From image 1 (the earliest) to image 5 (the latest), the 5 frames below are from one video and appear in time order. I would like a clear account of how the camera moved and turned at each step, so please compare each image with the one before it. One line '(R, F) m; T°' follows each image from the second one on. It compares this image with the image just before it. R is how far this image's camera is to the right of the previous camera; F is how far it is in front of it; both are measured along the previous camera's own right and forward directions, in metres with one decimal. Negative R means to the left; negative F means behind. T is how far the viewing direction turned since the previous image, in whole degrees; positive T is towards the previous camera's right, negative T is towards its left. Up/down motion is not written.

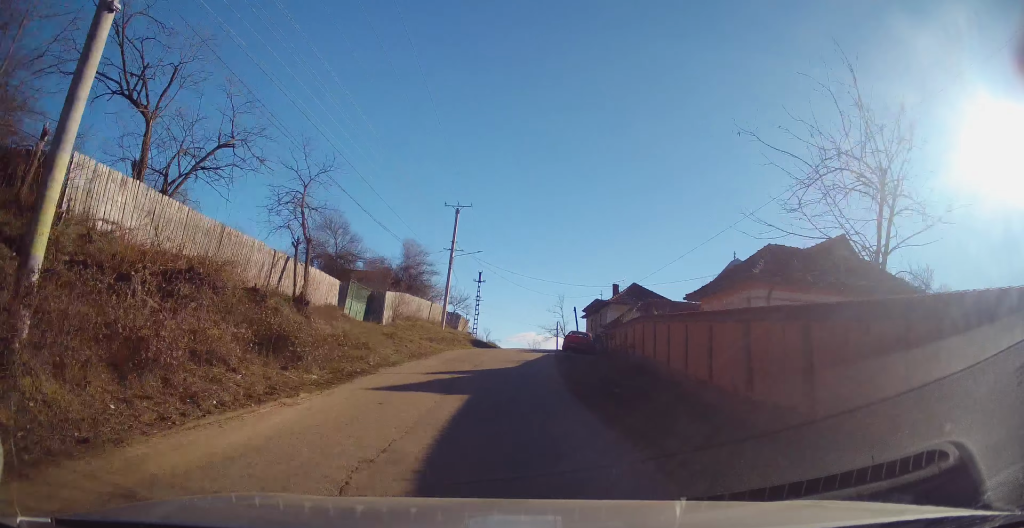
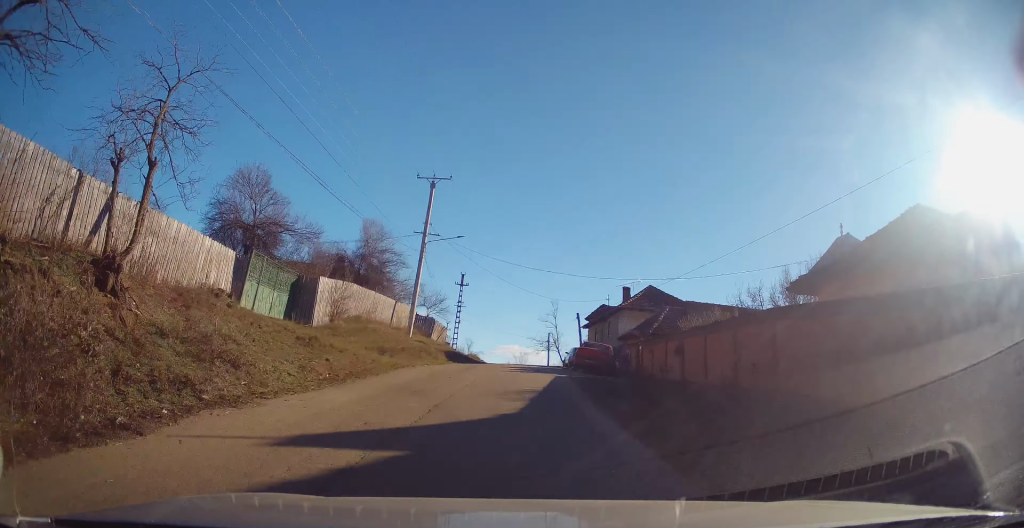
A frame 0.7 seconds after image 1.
(-0.1, +10.1) m; +1°
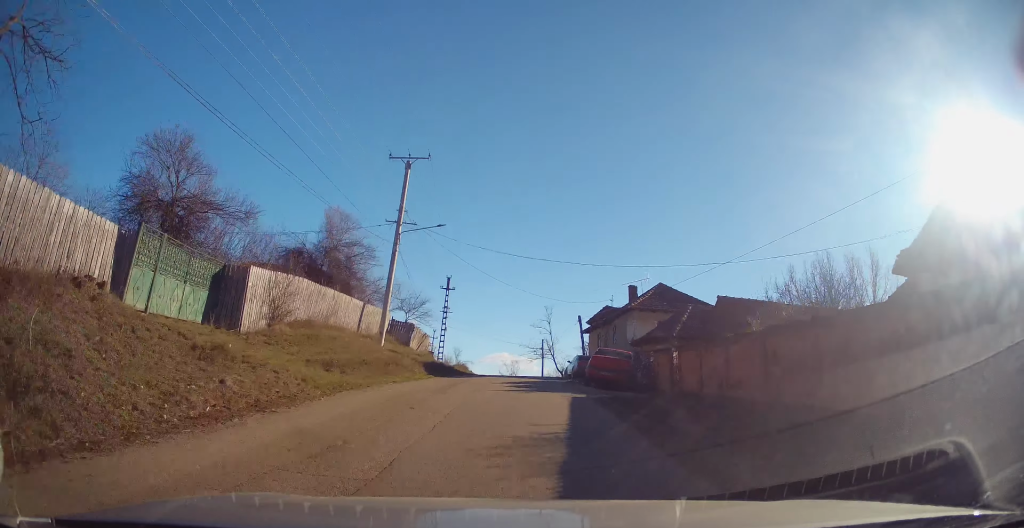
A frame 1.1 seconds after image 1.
(0.0, +5.6) m; +1°
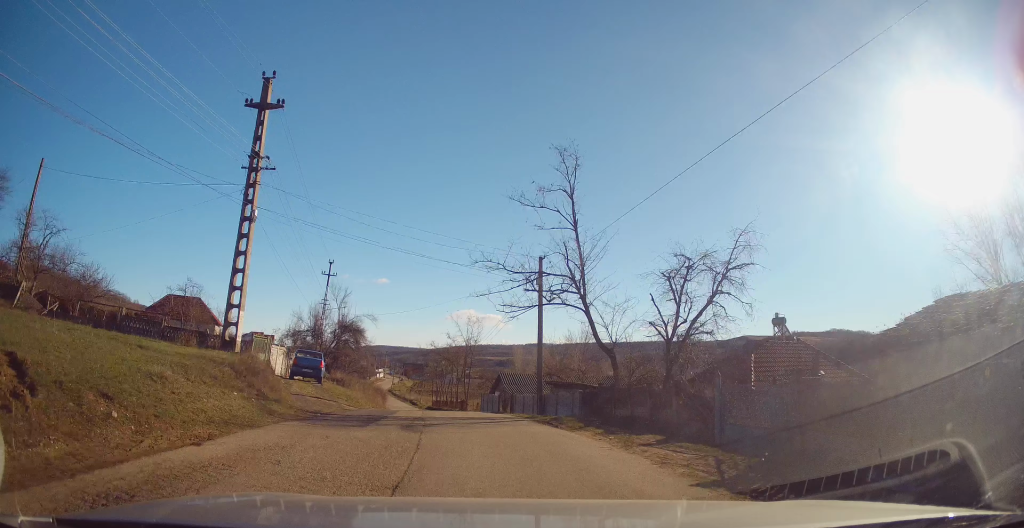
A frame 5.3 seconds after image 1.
(+2.7, +46.1) m; +3°
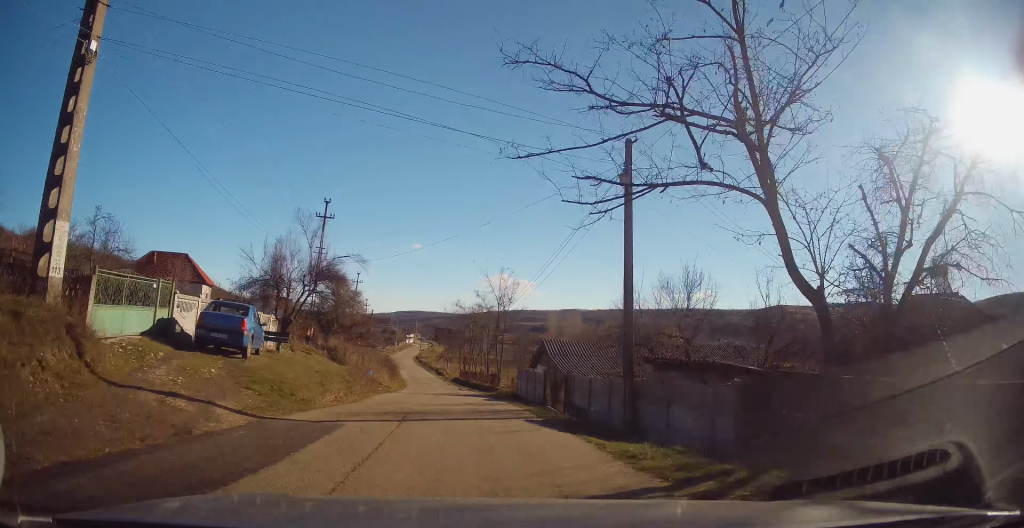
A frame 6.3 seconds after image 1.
(+0.1, +11.8) m; -1°
